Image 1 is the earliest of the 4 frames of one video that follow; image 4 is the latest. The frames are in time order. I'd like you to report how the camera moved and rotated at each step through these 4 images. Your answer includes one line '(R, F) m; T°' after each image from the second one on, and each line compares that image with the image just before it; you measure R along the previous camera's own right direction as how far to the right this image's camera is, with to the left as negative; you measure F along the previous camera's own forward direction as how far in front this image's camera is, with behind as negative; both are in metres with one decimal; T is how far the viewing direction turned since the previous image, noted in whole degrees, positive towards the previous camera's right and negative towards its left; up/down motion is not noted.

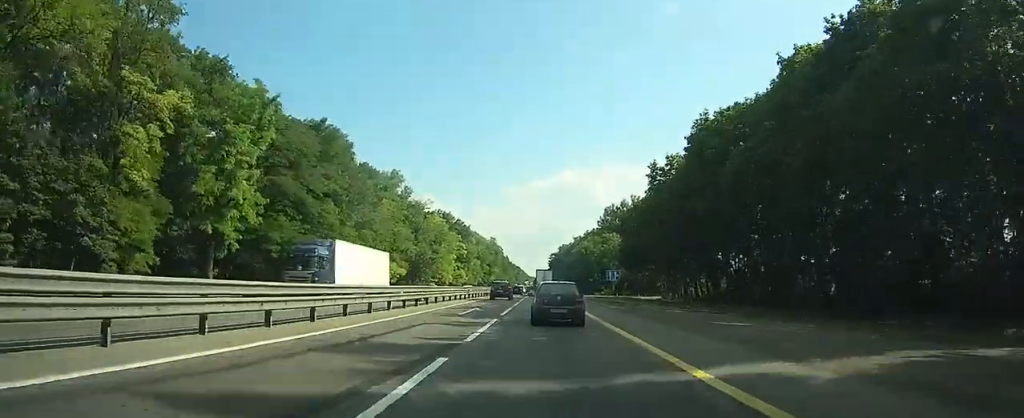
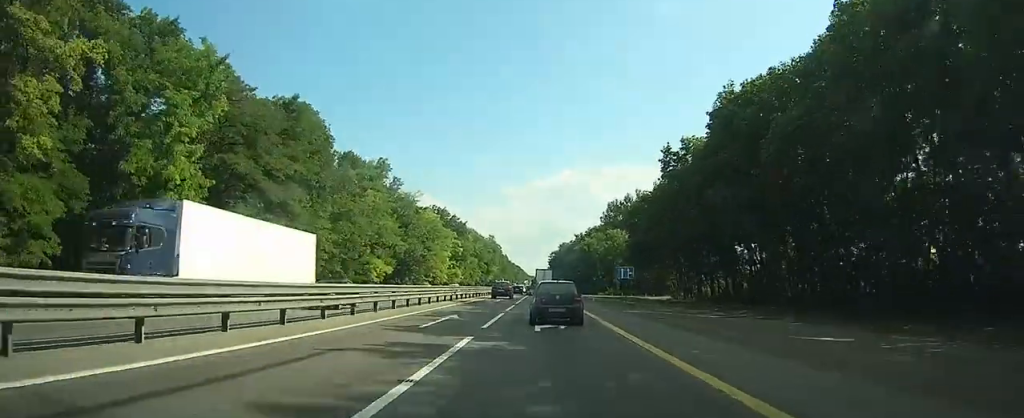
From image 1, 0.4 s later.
(0.0, +7.9) m; 0°
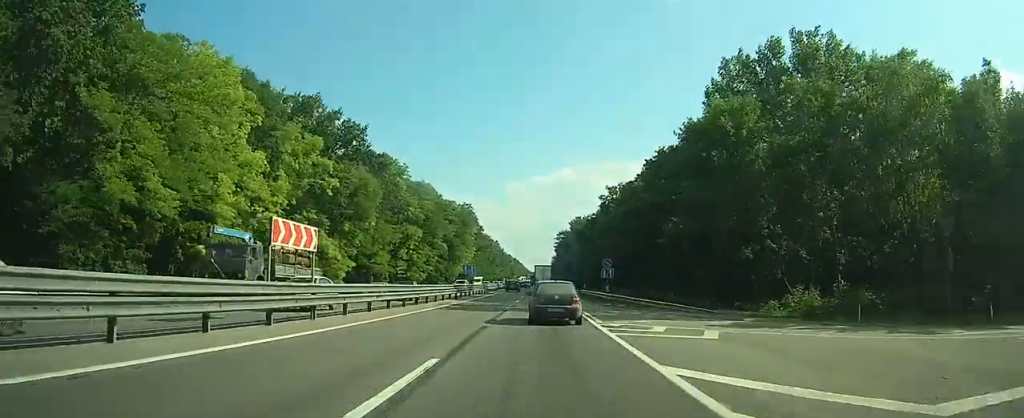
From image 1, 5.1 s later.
(0.0, +93.1) m; 0°
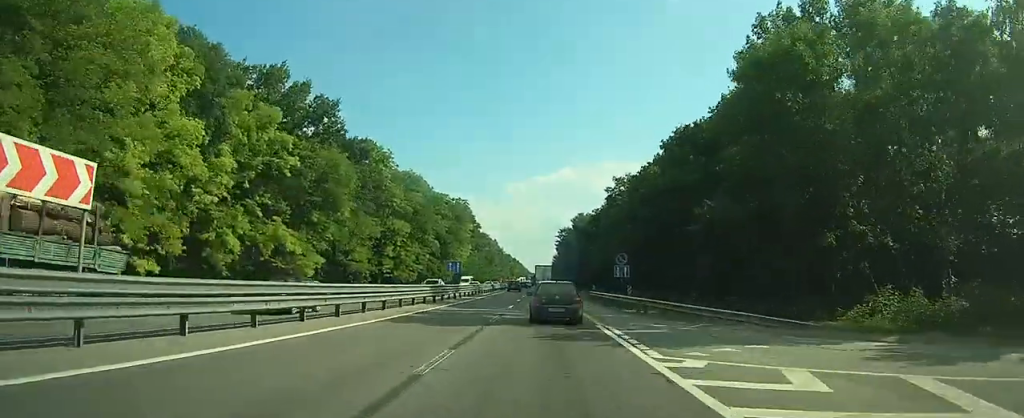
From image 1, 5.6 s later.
(0.0, +9.9) m; 0°
